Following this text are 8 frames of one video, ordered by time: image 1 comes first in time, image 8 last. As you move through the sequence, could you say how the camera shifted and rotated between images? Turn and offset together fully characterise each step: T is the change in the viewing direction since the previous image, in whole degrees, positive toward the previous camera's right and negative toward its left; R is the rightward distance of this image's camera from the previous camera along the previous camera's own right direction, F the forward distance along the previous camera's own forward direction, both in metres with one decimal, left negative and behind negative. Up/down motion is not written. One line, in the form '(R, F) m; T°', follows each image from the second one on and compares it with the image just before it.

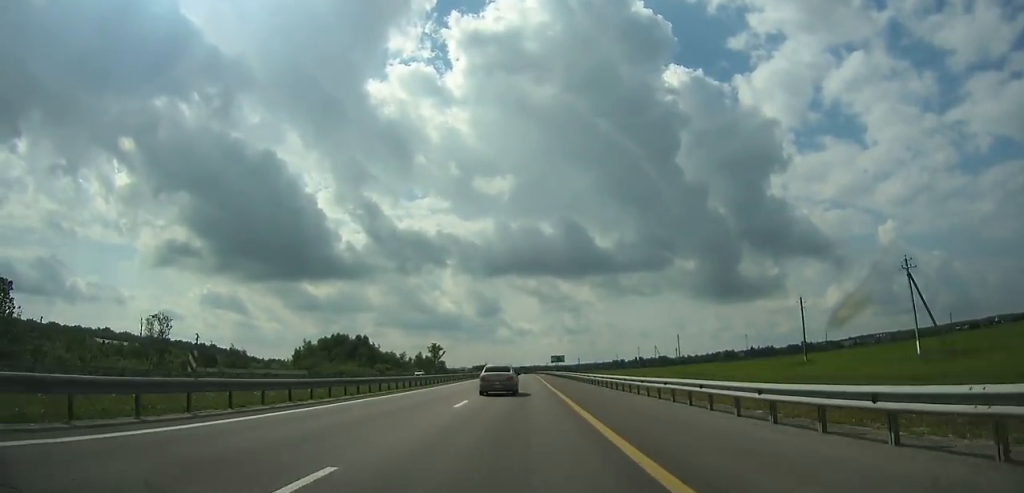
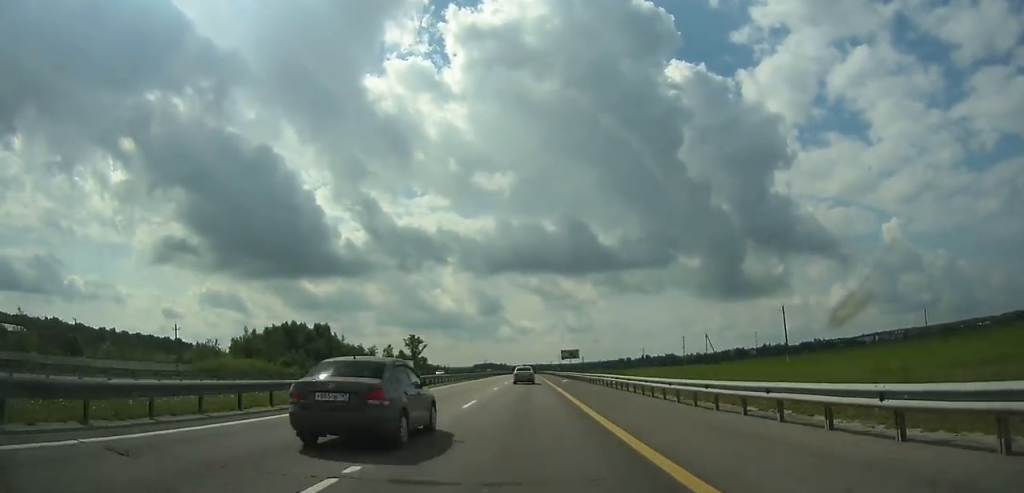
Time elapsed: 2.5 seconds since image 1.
(-0.2, +64.4) m; 0°
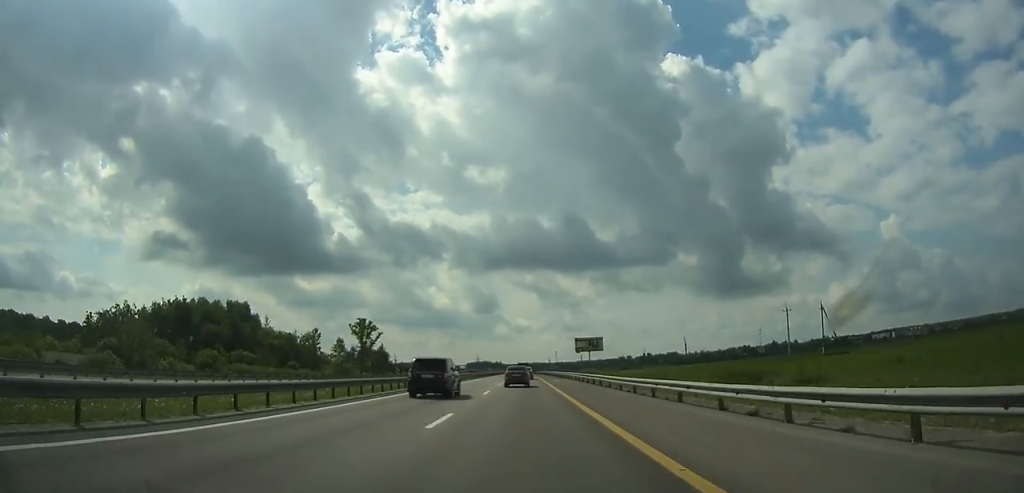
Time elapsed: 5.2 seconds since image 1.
(0.0, +70.6) m; 0°
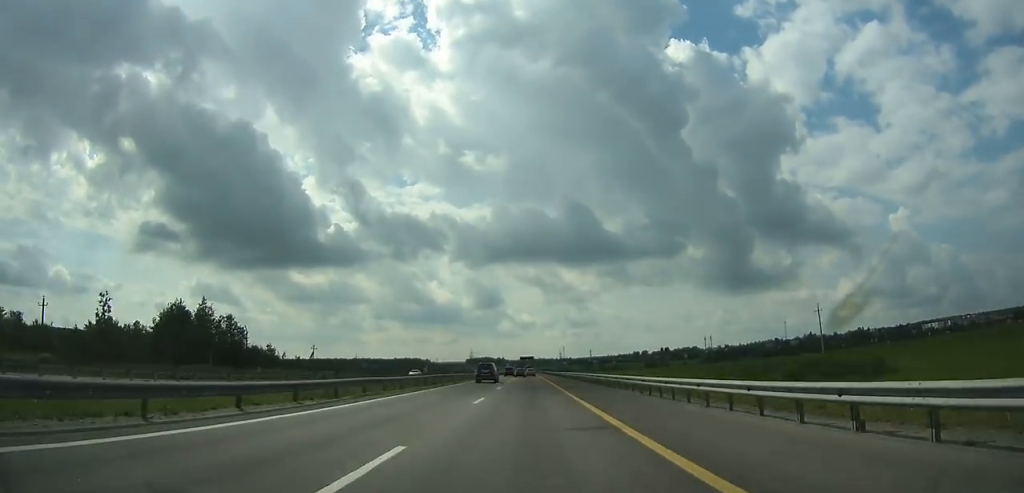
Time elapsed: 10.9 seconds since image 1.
(-0.2, +151.1) m; 0°
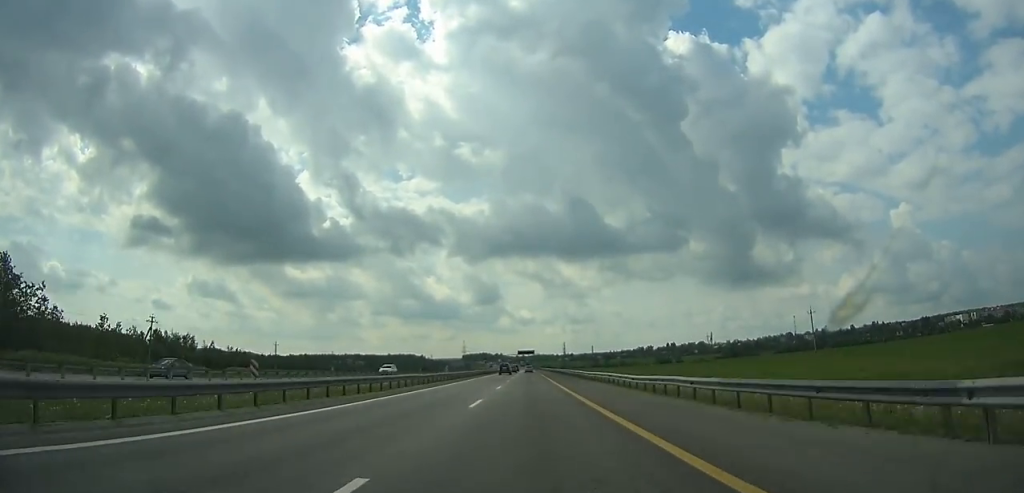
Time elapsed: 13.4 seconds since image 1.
(-0.1, +66.2) m; 0°
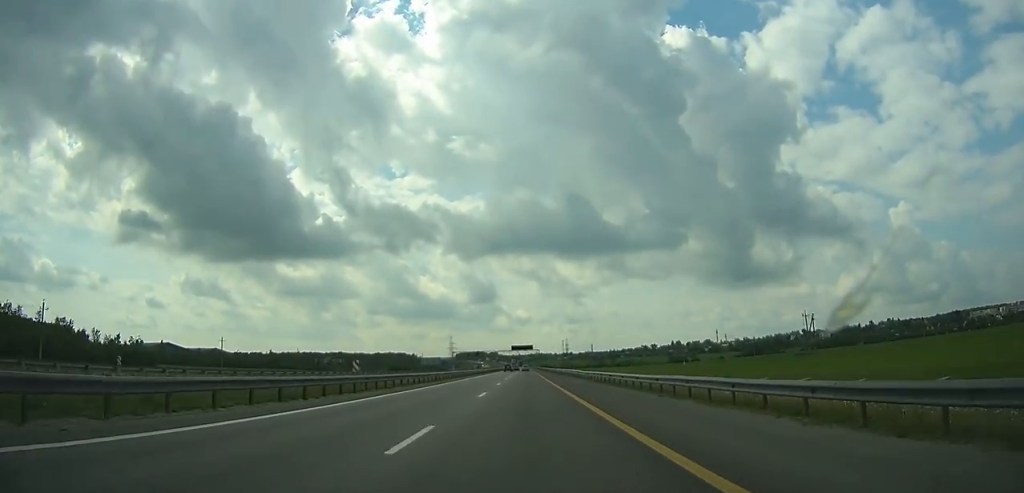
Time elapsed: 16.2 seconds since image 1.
(0.0, +73.5) m; 0°
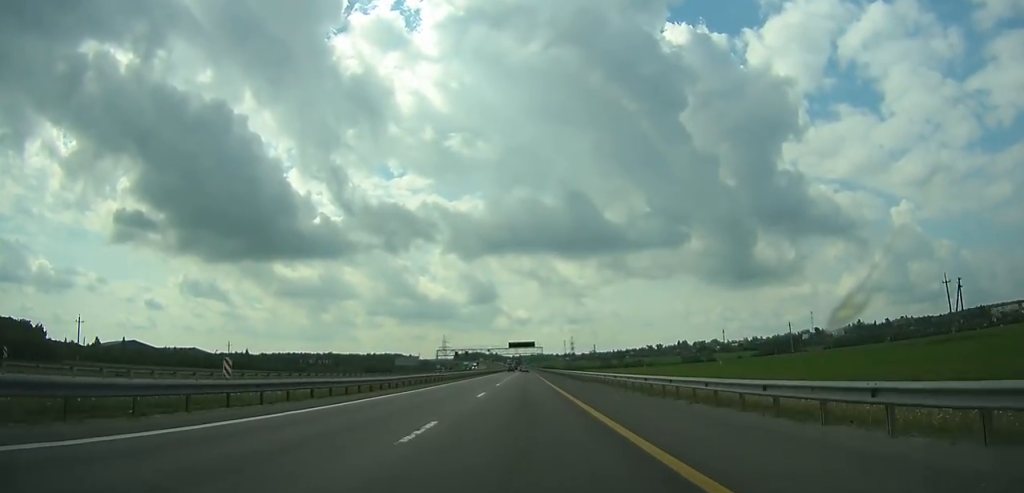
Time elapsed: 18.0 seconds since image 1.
(+0.1, +46.7) m; 0°
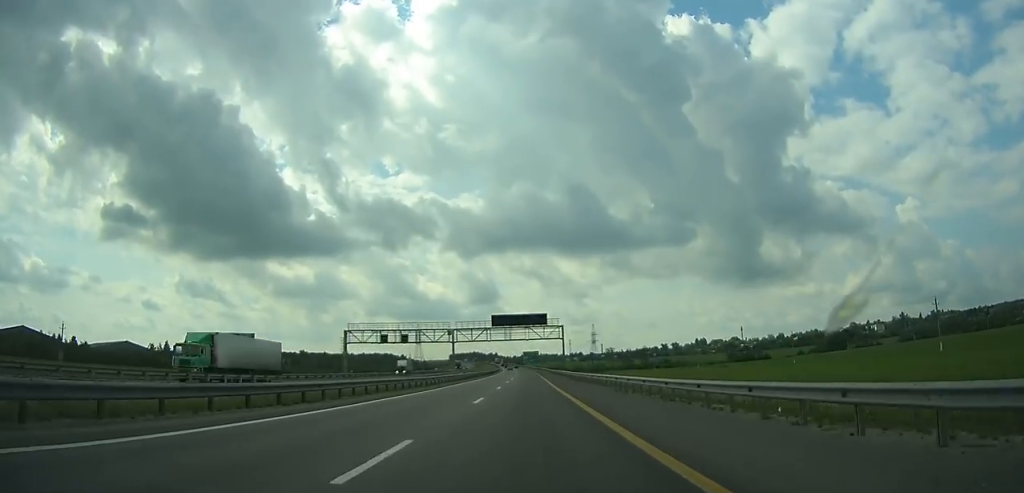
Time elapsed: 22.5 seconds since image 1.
(0.0, +115.3) m; 0°
